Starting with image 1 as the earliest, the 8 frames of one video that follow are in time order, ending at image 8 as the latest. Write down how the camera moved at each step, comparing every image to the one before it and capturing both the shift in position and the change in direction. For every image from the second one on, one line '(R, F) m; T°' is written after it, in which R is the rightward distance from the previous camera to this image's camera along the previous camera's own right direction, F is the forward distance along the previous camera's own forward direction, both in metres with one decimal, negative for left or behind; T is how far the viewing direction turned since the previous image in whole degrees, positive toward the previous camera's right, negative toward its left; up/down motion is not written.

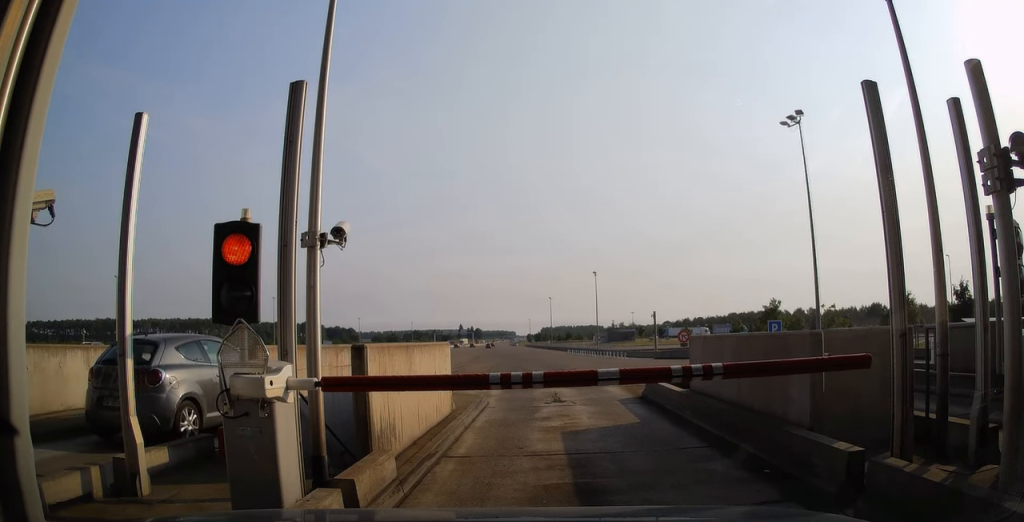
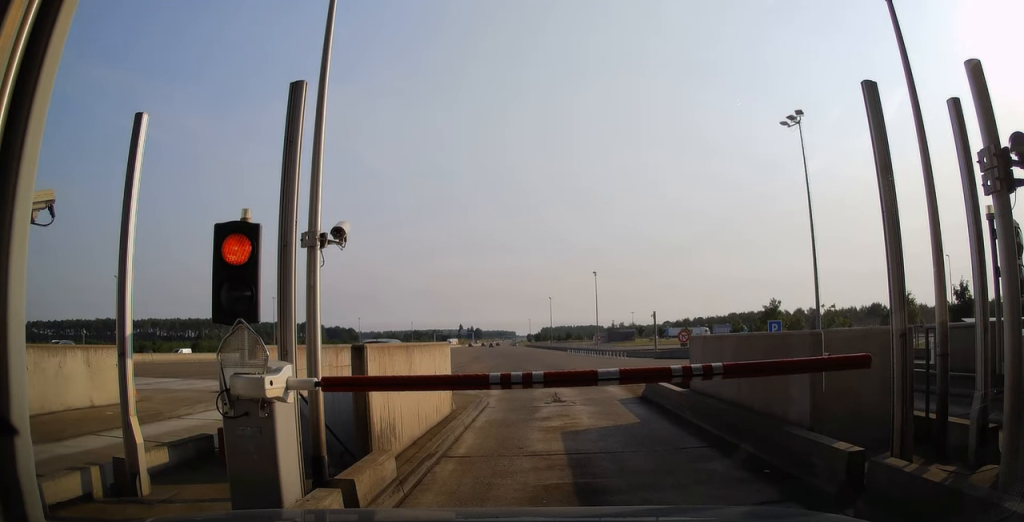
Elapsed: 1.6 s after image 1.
(-0.1, +0.2) m; 0°
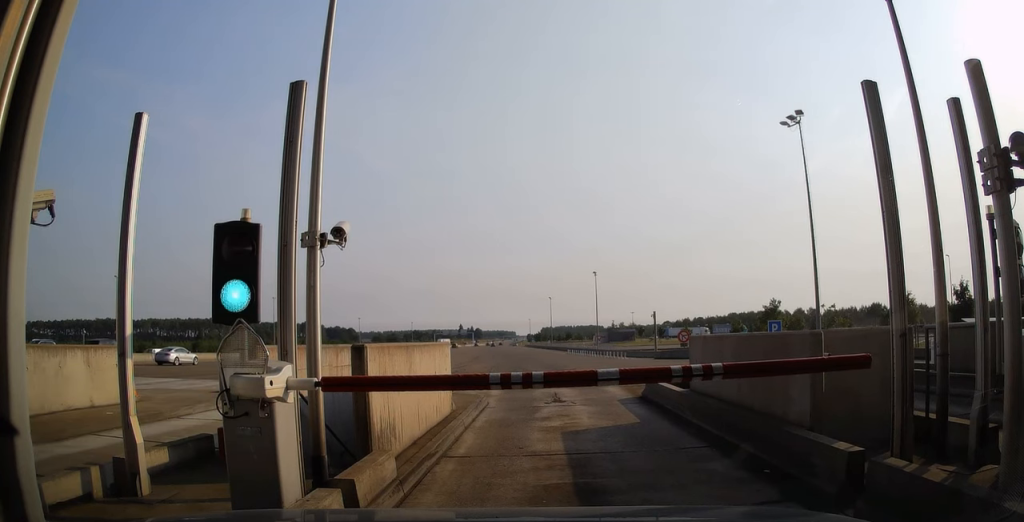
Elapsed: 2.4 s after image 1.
(0.0, 0.0) m; 0°
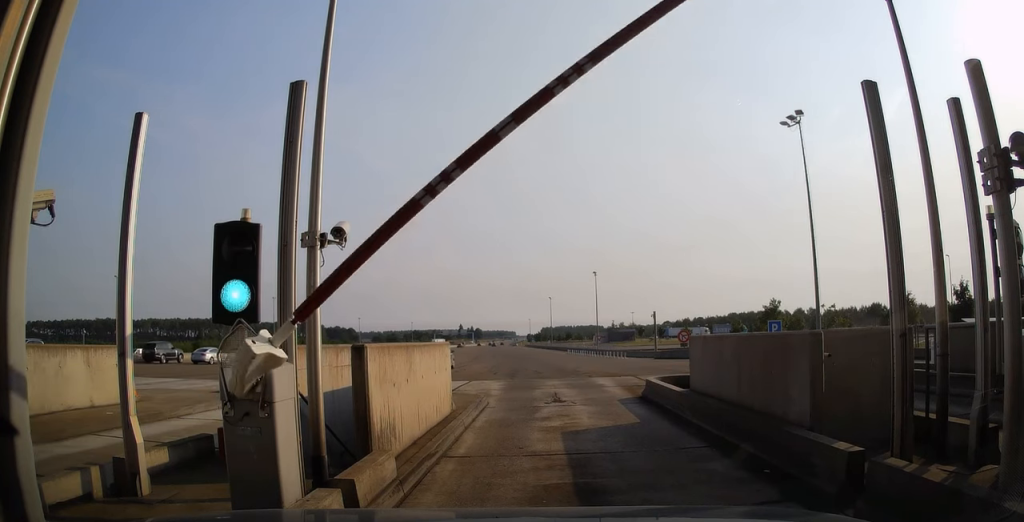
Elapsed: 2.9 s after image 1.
(0.0, 0.0) m; 0°
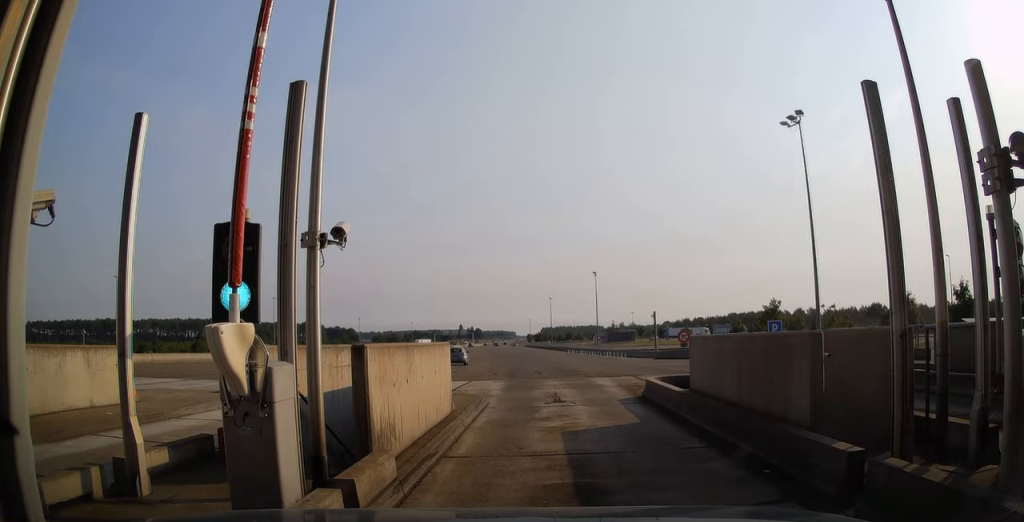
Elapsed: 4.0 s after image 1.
(0.0, 0.0) m; 0°
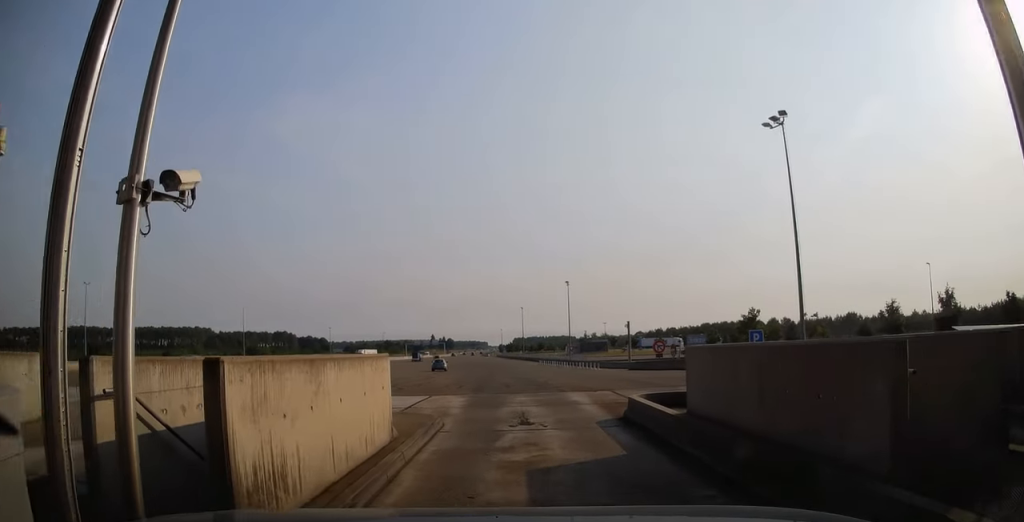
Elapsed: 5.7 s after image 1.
(-0.1, +0.7) m; 0°
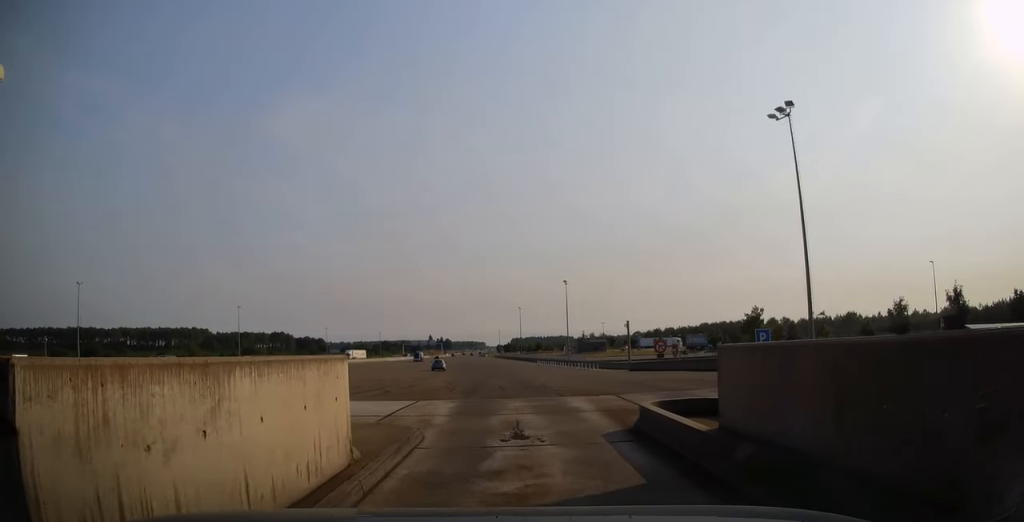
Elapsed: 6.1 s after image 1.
(0.0, +0.5) m; 0°
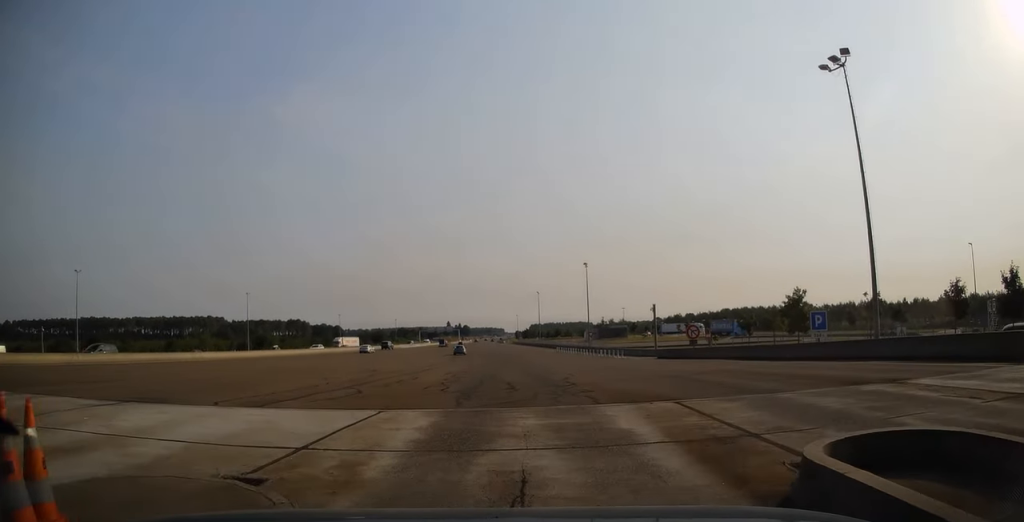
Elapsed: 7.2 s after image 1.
(+0.1, +3.7) m; 0°
